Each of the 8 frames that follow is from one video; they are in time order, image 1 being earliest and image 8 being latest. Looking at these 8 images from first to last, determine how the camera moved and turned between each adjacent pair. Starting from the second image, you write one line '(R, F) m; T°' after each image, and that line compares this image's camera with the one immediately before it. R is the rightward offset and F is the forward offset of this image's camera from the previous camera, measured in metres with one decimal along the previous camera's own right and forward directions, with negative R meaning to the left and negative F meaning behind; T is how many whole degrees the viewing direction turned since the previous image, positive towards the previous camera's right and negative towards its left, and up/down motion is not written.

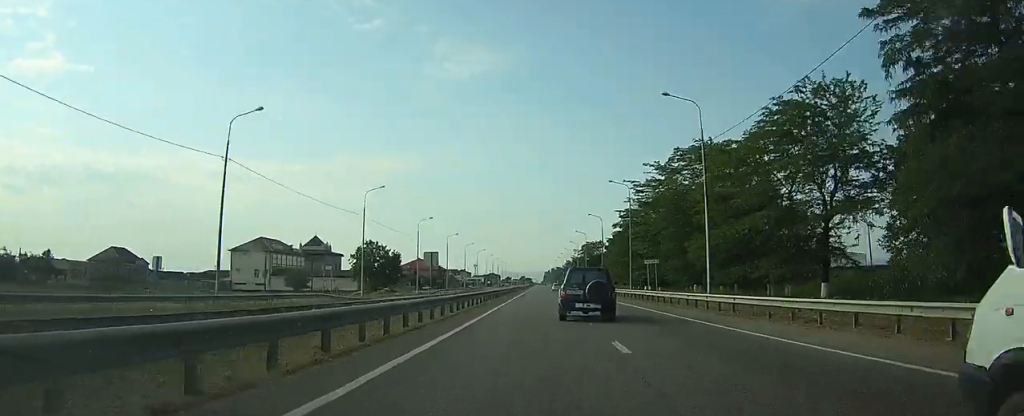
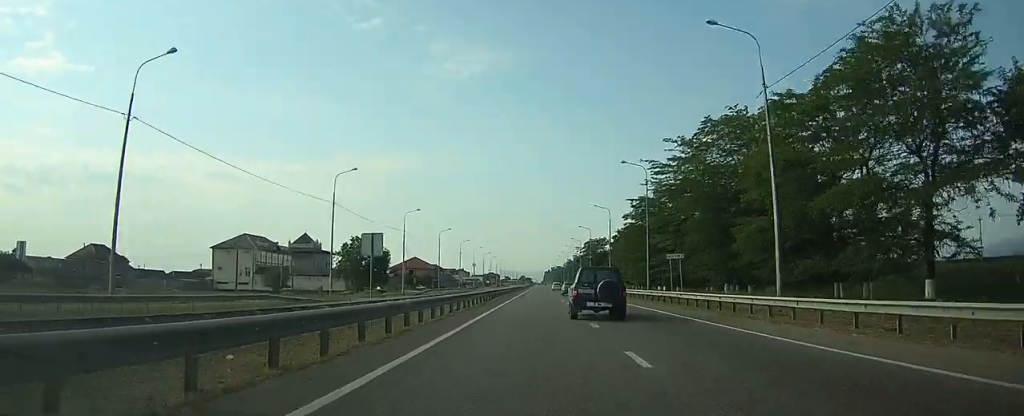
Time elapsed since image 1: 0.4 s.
(0.0, +11.0) m; 0°
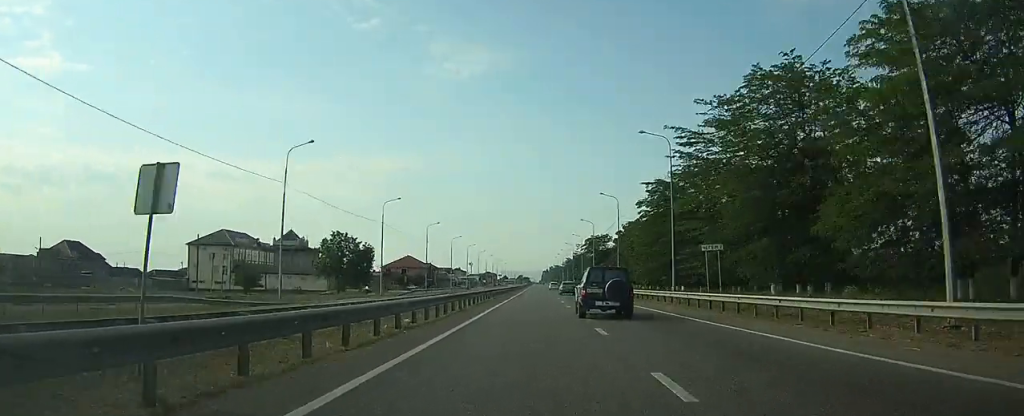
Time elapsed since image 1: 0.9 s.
(0.0, +11.9) m; 0°
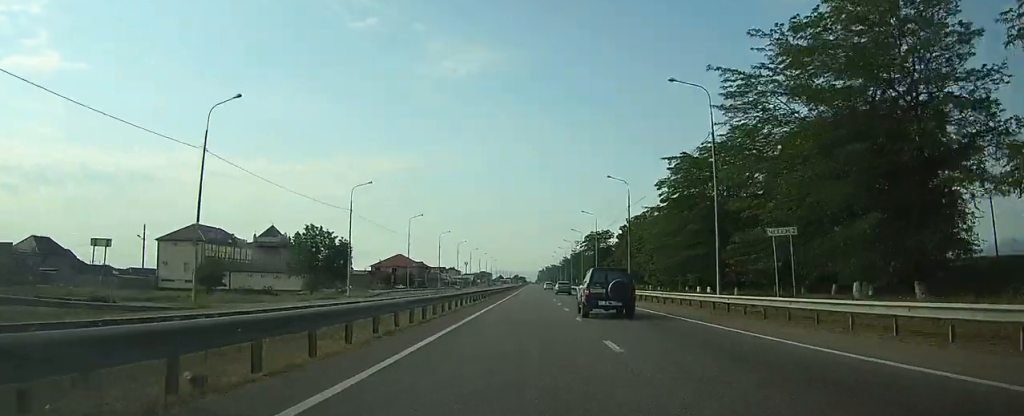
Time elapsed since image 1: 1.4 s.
(0.0, +12.6) m; 0°
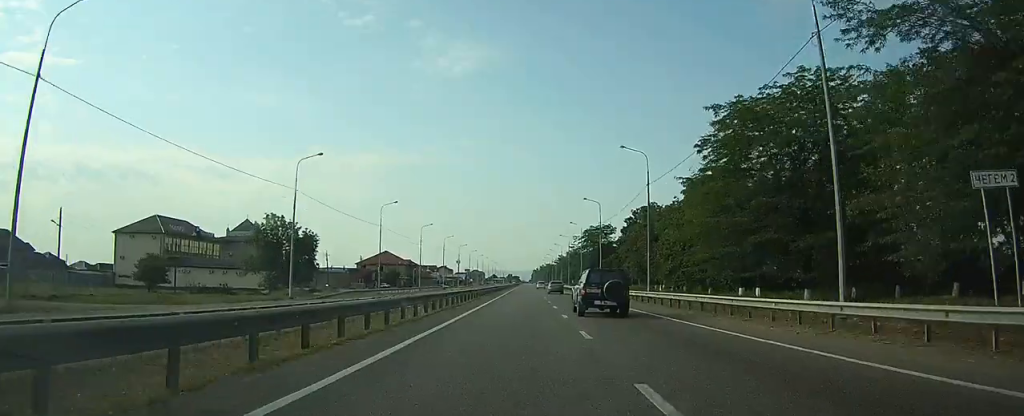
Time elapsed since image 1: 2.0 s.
(+0.1, +14.8) m; +1°
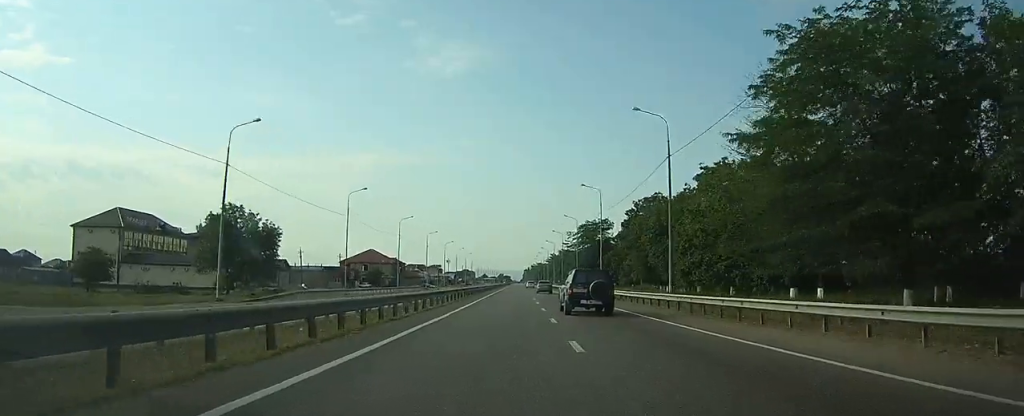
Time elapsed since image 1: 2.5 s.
(+0.1, +11.2) m; +1°
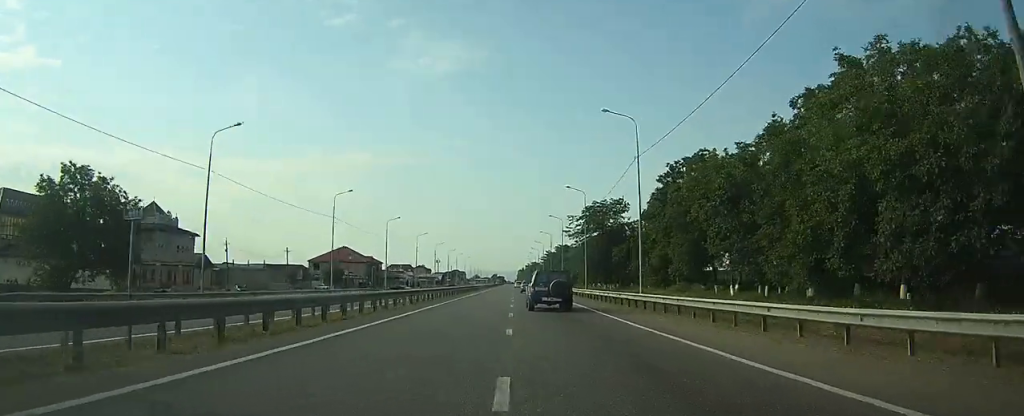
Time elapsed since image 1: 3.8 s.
(+0.4, +30.2) m; +1°
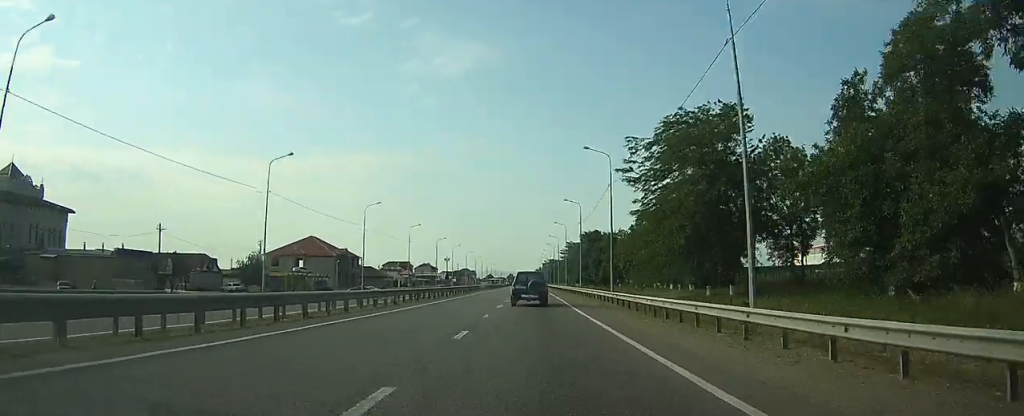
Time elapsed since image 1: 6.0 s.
(+0.1, +49.3) m; -1°
